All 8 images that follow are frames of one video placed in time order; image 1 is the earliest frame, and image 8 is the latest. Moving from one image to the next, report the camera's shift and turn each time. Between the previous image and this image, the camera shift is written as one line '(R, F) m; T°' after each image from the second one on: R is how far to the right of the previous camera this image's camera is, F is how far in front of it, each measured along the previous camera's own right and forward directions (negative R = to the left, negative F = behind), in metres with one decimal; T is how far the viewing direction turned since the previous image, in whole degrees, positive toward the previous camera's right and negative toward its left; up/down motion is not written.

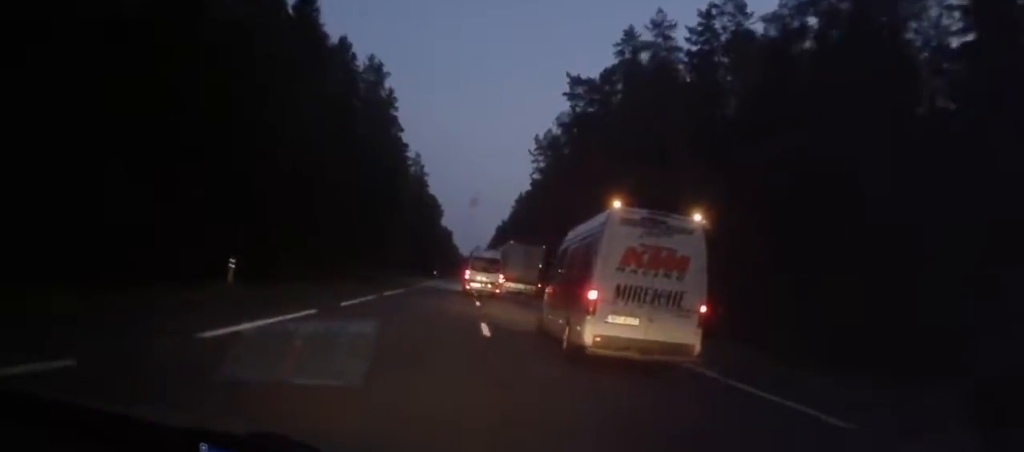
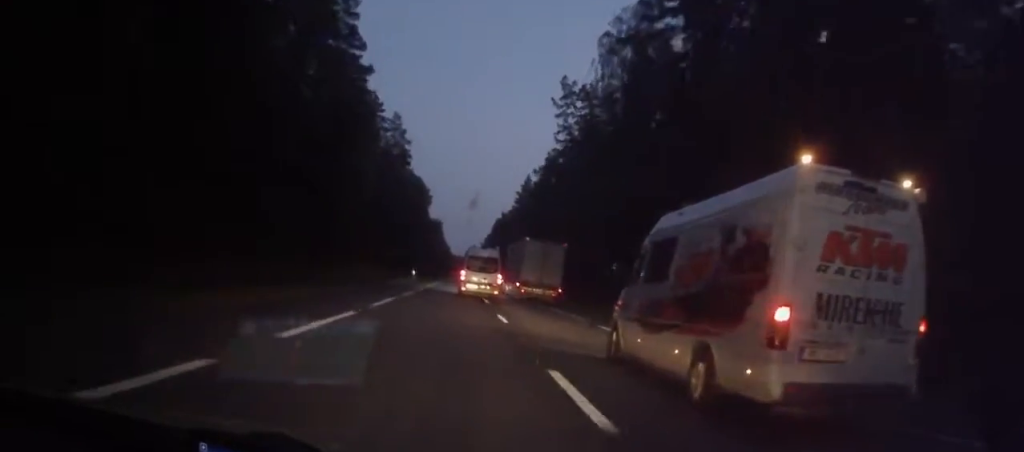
(-0.3, +41.6) m; -1°
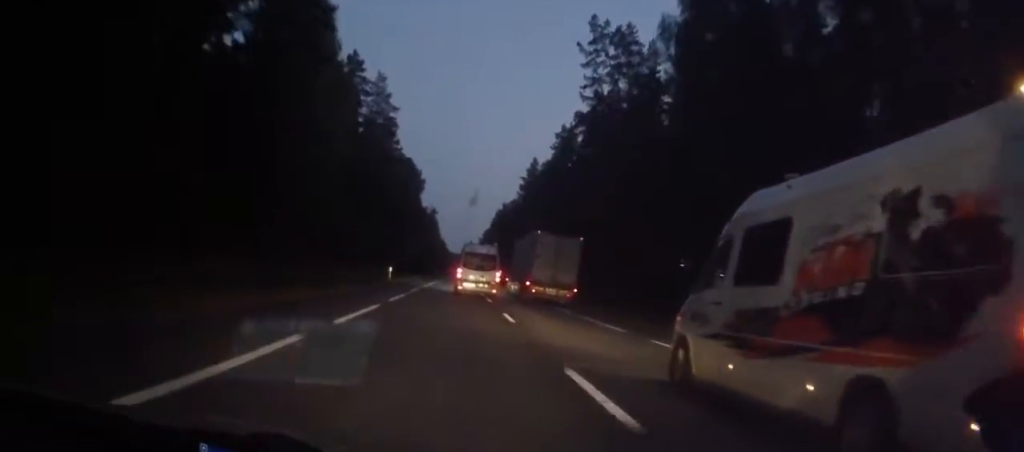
(-0.2, +22.9) m; -1°
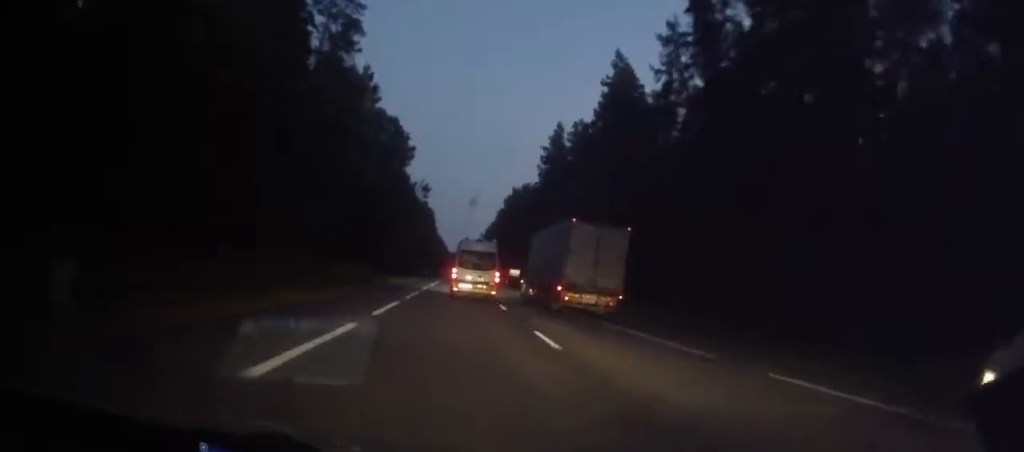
(-0.1, +40.4) m; +1°
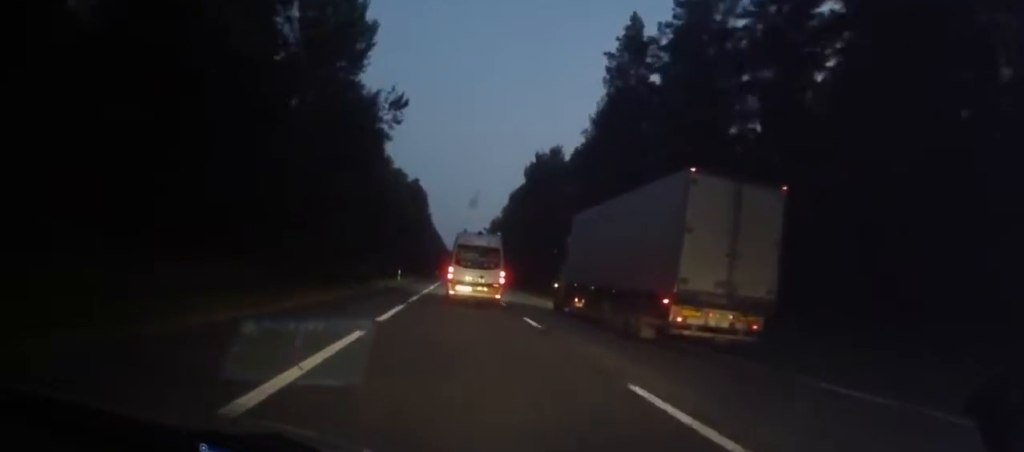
(+0.8, +53.3) m; +1°
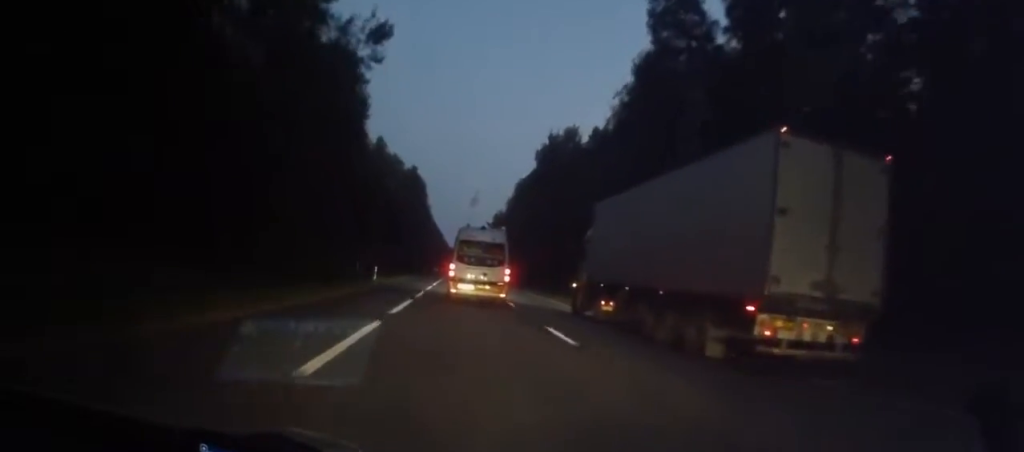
(0.0, +15.7) m; 0°
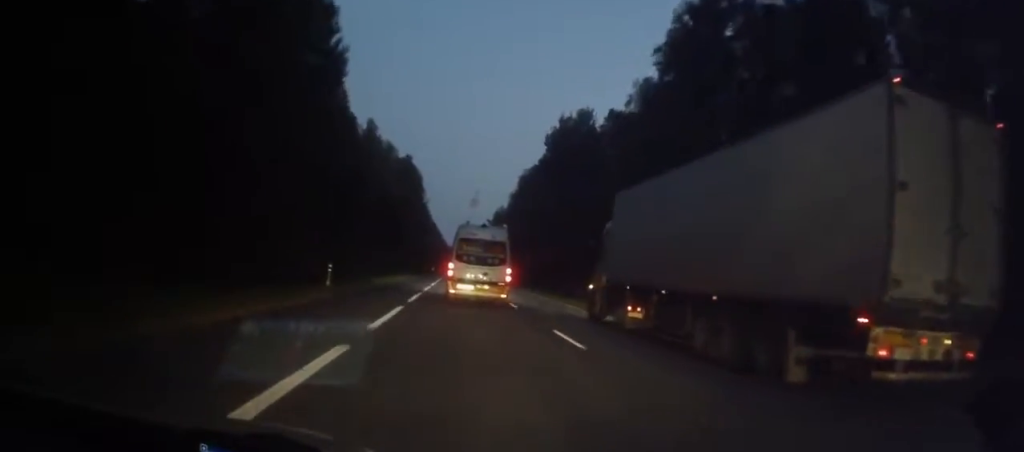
(+0.1, +12.8) m; 0°
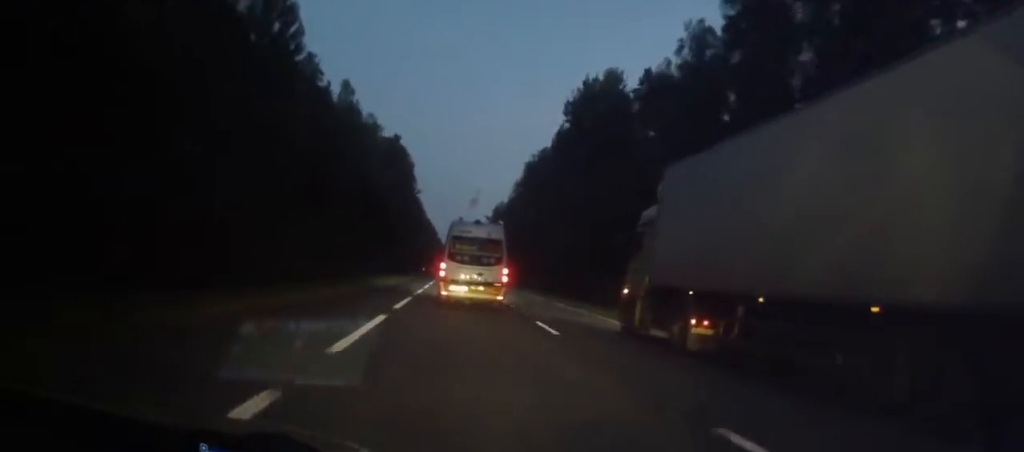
(0.0, +21.4) m; 0°
